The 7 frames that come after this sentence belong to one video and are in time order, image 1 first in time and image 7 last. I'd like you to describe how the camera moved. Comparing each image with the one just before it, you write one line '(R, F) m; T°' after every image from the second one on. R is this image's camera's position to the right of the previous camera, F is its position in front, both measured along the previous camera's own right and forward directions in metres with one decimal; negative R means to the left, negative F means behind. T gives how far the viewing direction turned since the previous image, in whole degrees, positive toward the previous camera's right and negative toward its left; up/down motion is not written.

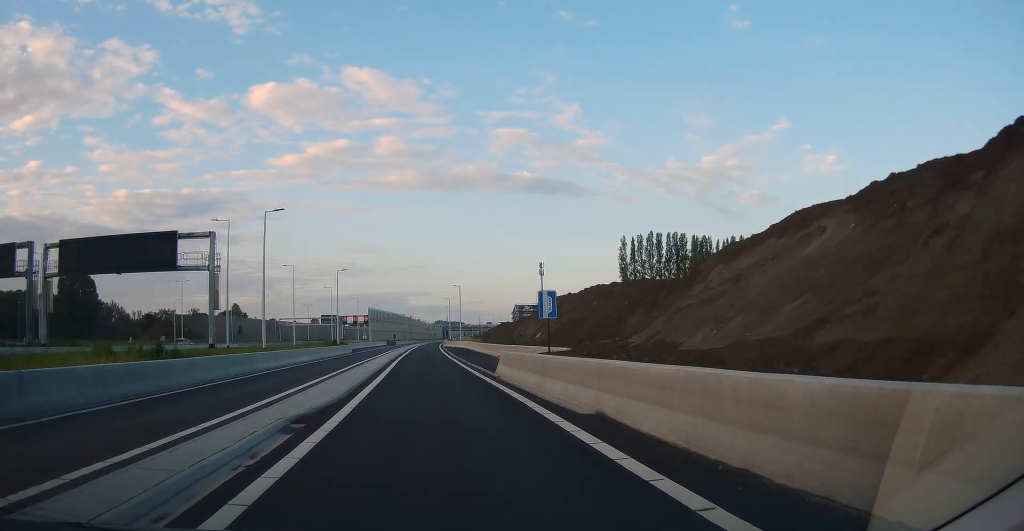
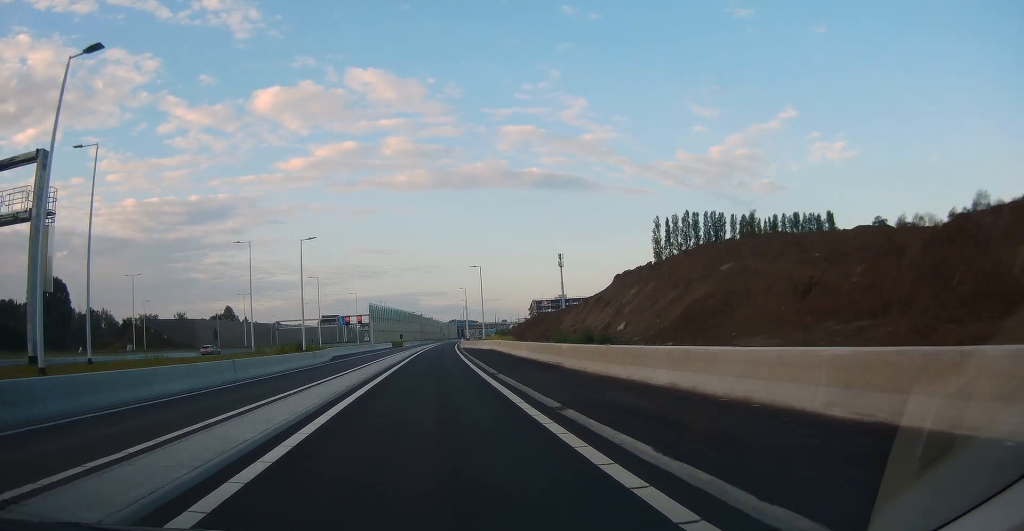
(-1.4, +23.2) m; -3°
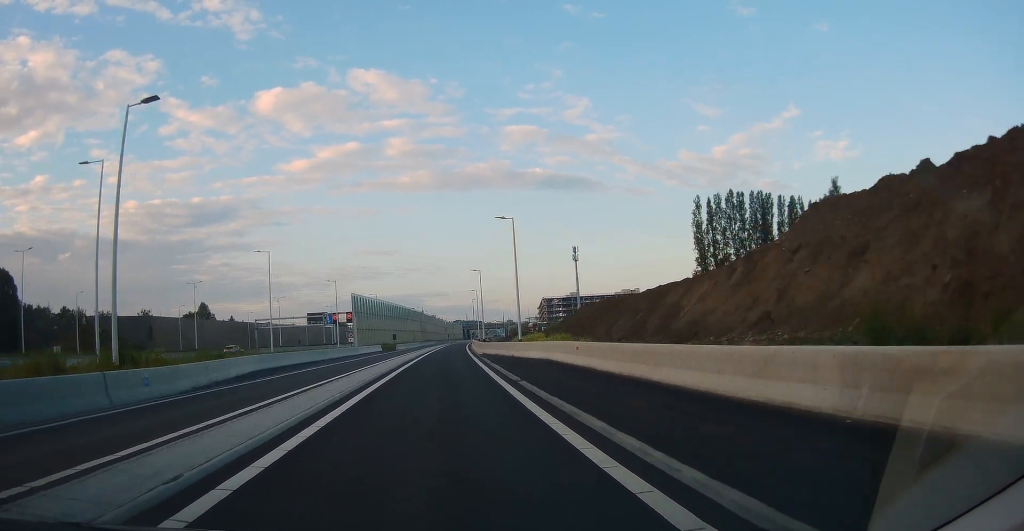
(-0.9, +28.0) m; -2°
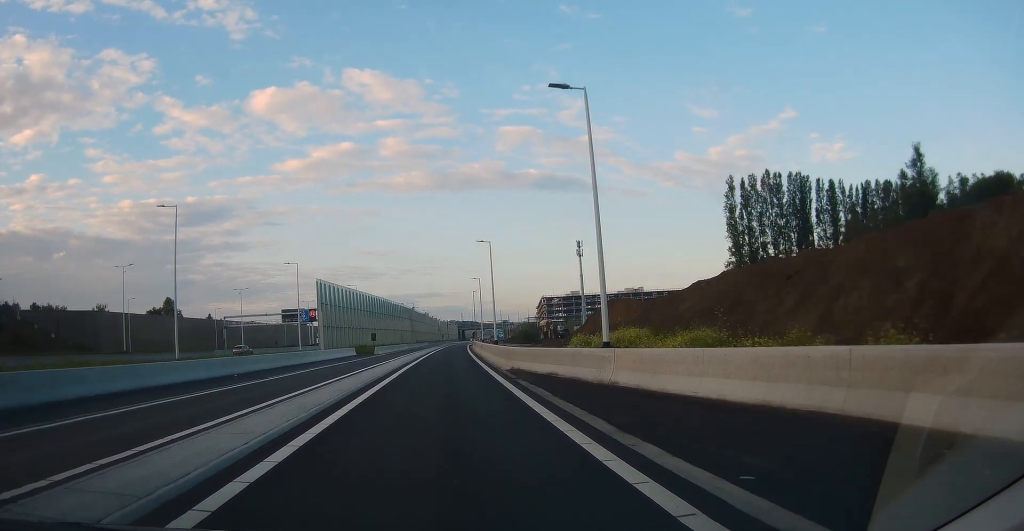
(-0.3, +23.6) m; 0°
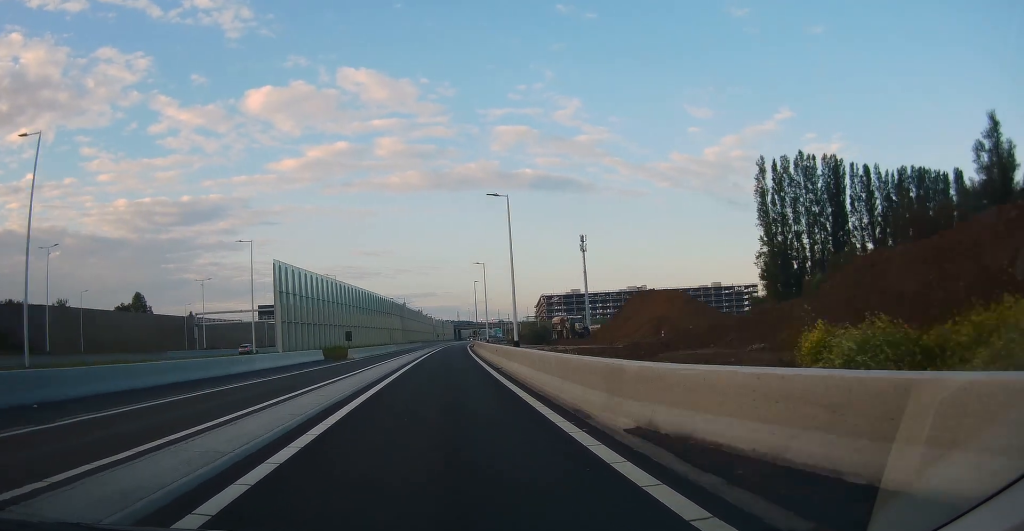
(0.0, +18.7) m; 0°
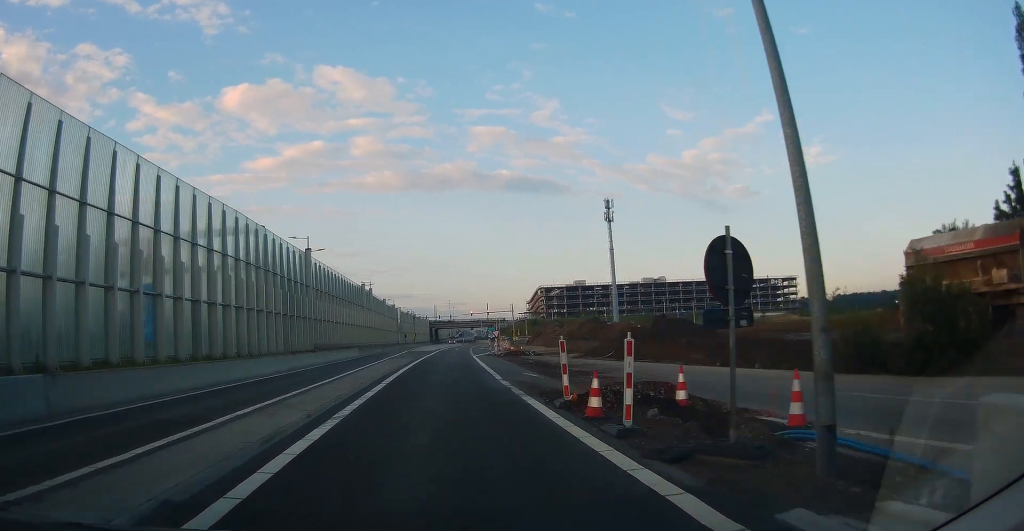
(+1.4, +86.6) m; +3°
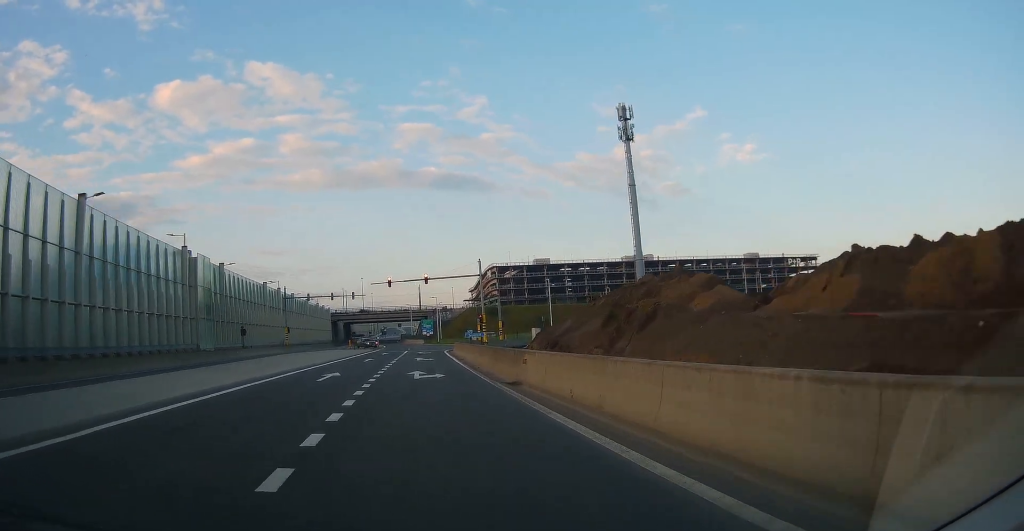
(+3.2, +91.2) m; +4°
